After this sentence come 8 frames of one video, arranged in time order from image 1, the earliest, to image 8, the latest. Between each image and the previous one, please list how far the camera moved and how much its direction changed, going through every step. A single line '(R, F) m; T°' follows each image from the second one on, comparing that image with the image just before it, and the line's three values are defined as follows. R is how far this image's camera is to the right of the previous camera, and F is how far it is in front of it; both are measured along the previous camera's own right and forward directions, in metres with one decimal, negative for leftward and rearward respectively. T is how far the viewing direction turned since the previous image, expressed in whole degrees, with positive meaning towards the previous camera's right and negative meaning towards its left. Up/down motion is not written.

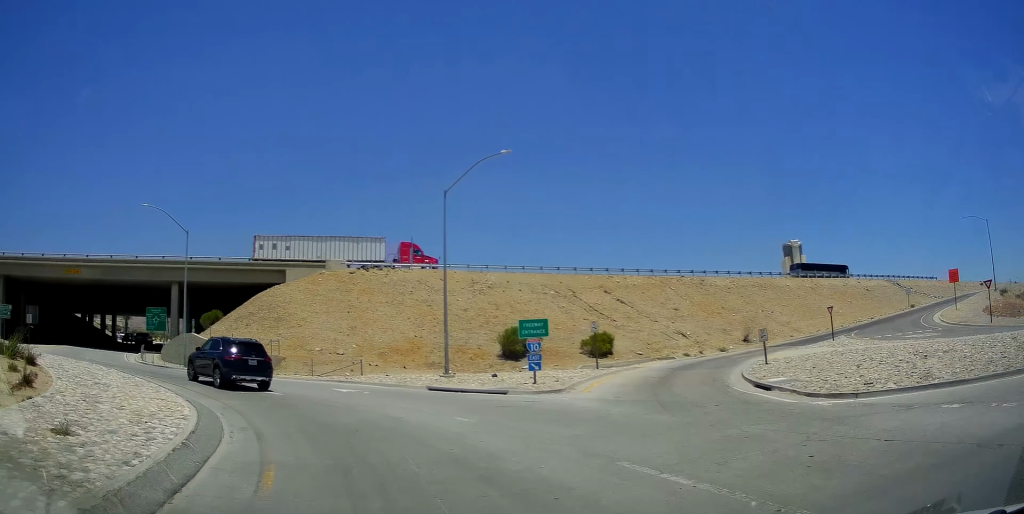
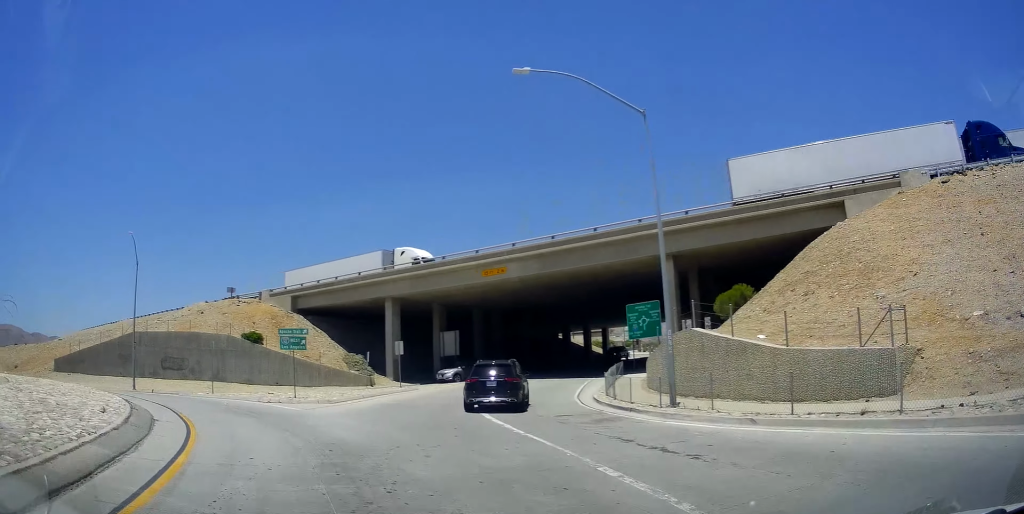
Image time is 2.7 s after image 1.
(-9.6, +21.5) m; -40°
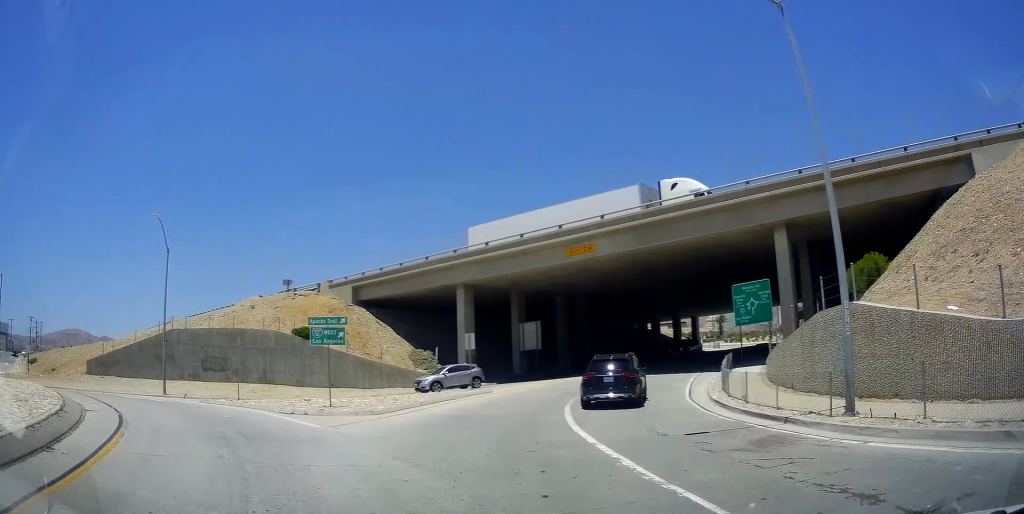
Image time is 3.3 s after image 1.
(-0.3, +6.1) m; -7°
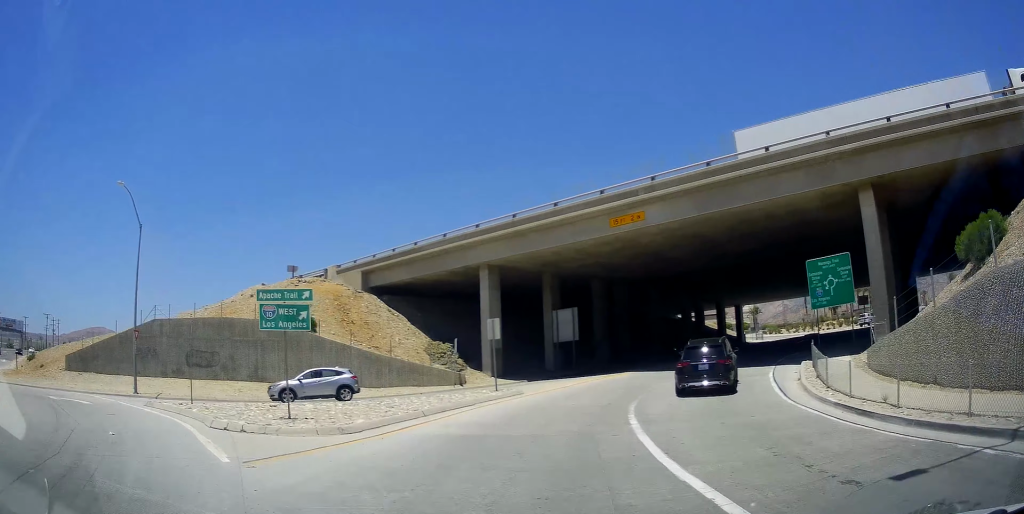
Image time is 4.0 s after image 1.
(-0.5, +6.4) m; -6°
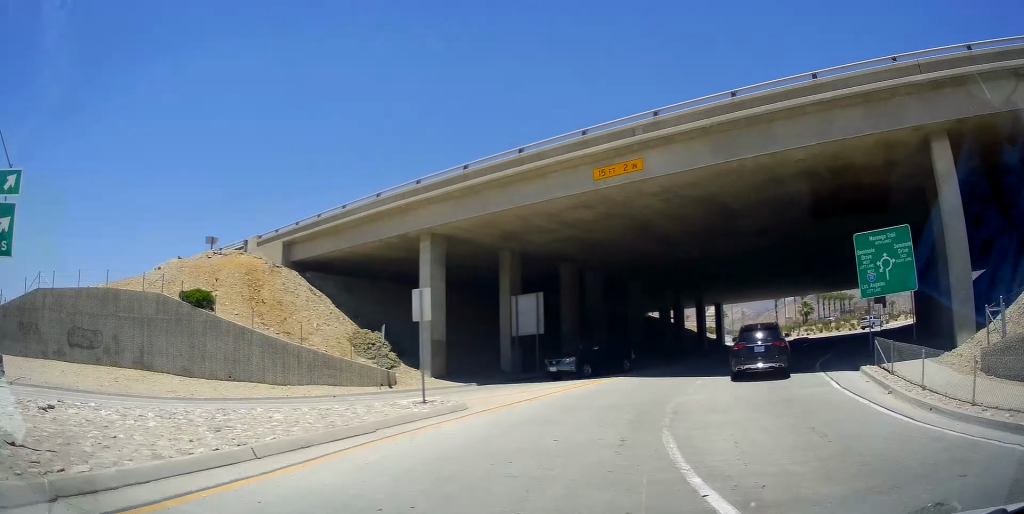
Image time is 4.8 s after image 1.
(-0.5, +8.0) m; -4°
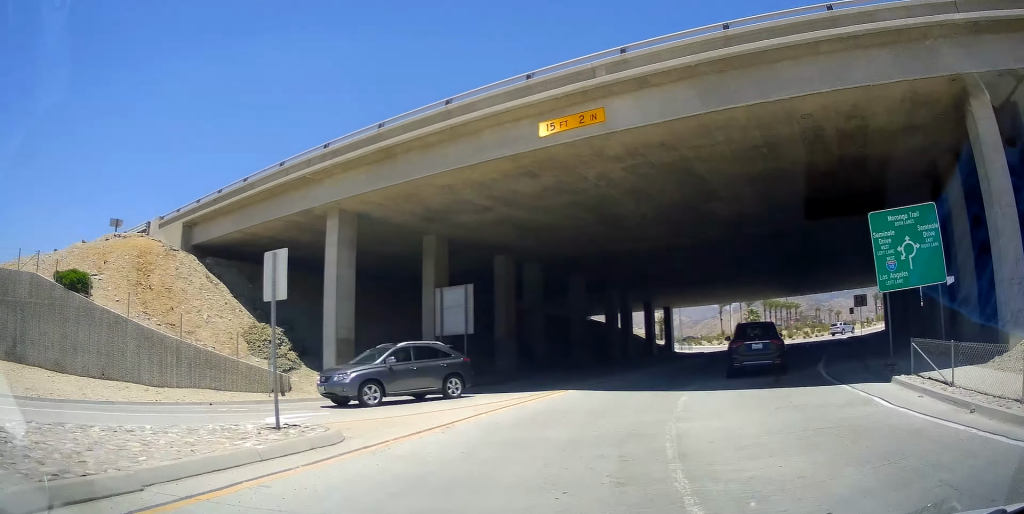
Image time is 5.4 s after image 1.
(-0.3, +5.2) m; -1°
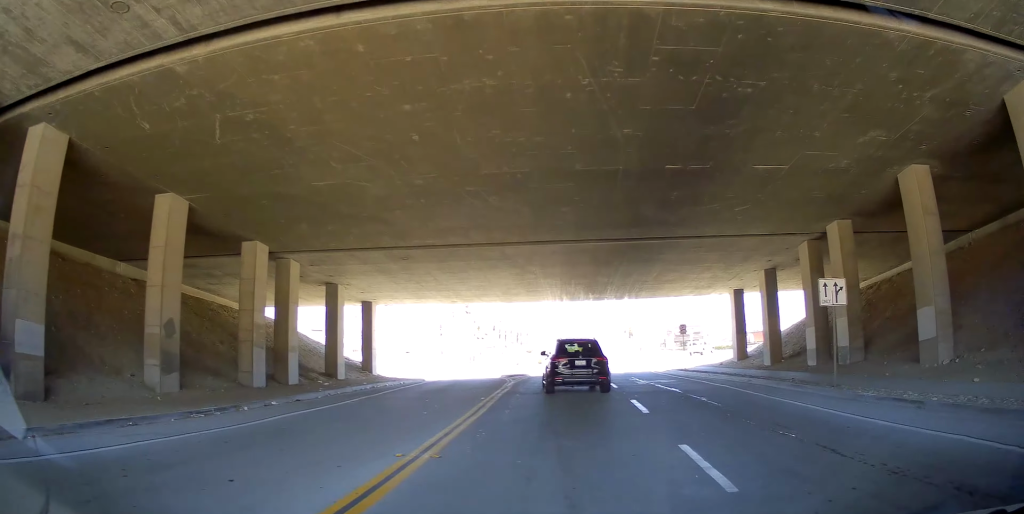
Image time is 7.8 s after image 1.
(+2.2, +23.2) m; +13°
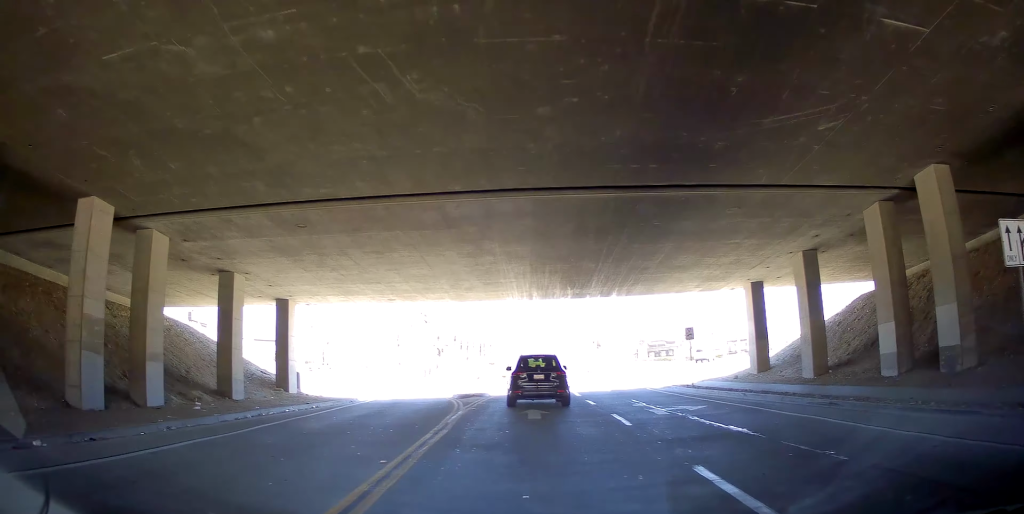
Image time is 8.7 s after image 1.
(+0.4, +8.2) m; +5°
